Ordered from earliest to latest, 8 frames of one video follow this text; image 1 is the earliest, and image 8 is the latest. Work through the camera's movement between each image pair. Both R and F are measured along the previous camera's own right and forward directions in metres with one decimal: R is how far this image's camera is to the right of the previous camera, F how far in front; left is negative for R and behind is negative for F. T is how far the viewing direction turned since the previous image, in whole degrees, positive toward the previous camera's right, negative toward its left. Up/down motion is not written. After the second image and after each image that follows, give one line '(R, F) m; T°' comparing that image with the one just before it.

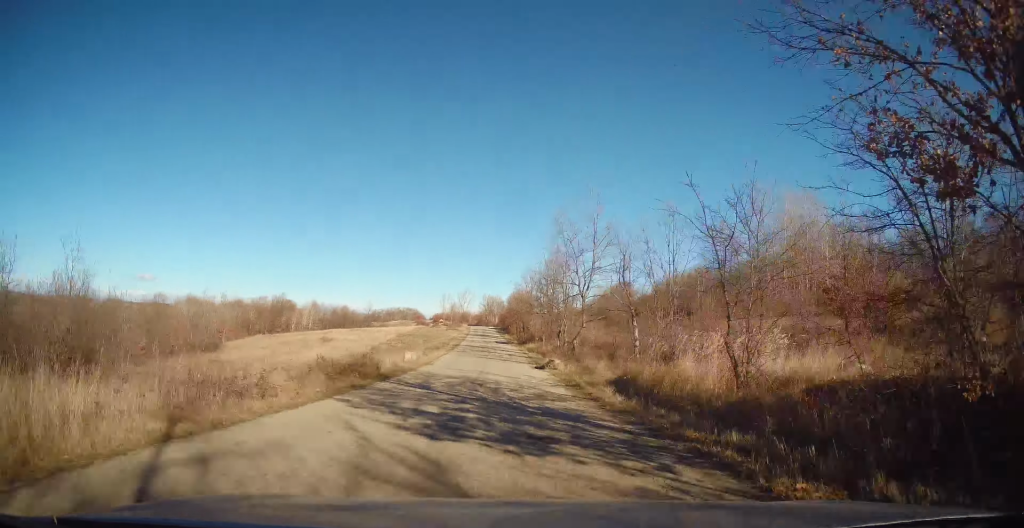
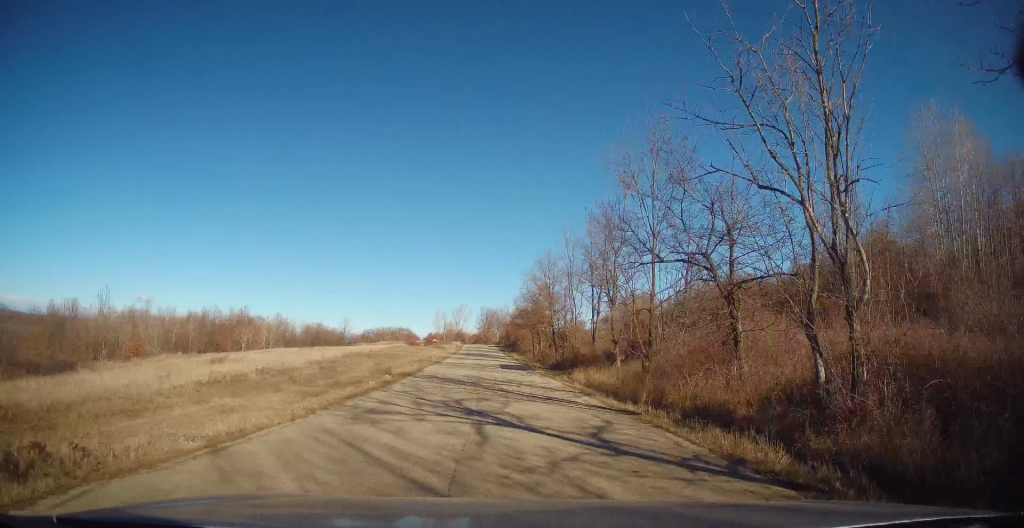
(-0.1, +33.7) m; -1°
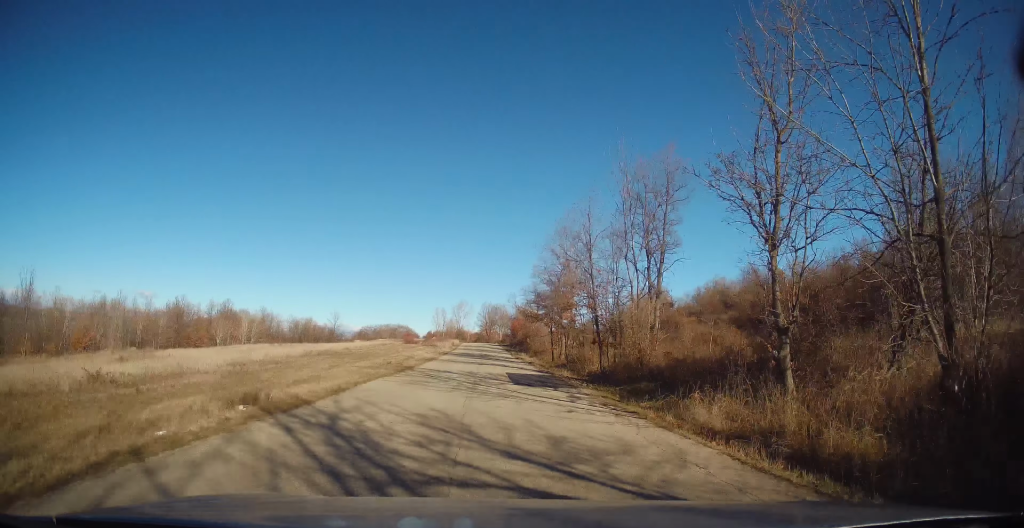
(-0.2, +14.1) m; -1°
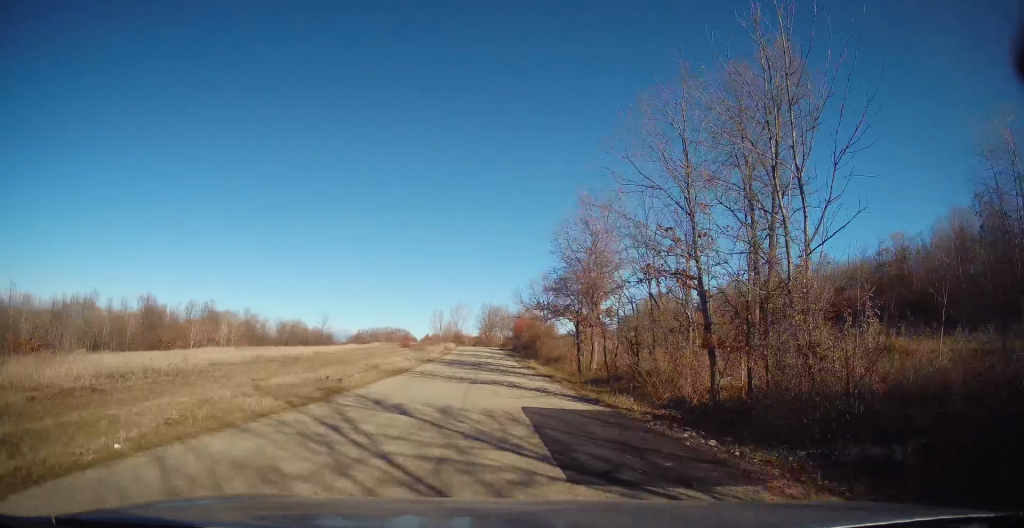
(0.0, +11.3) m; 0°
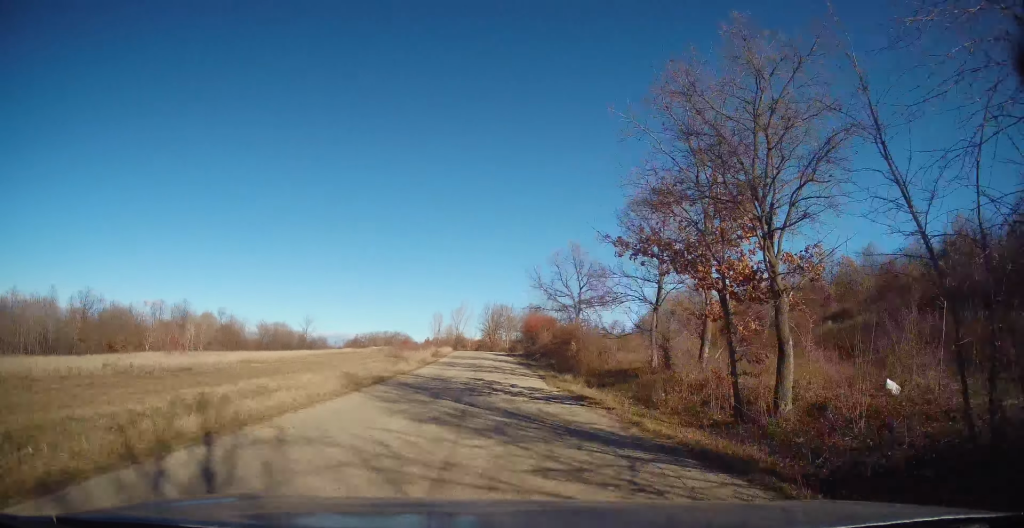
(0.0, +17.0) m; 0°
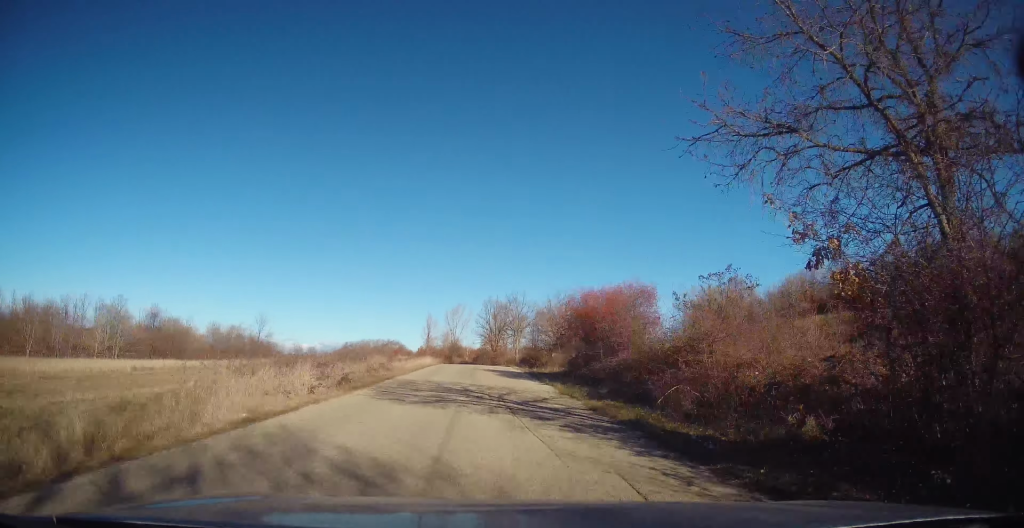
(+0.1, +29.3) m; 0°
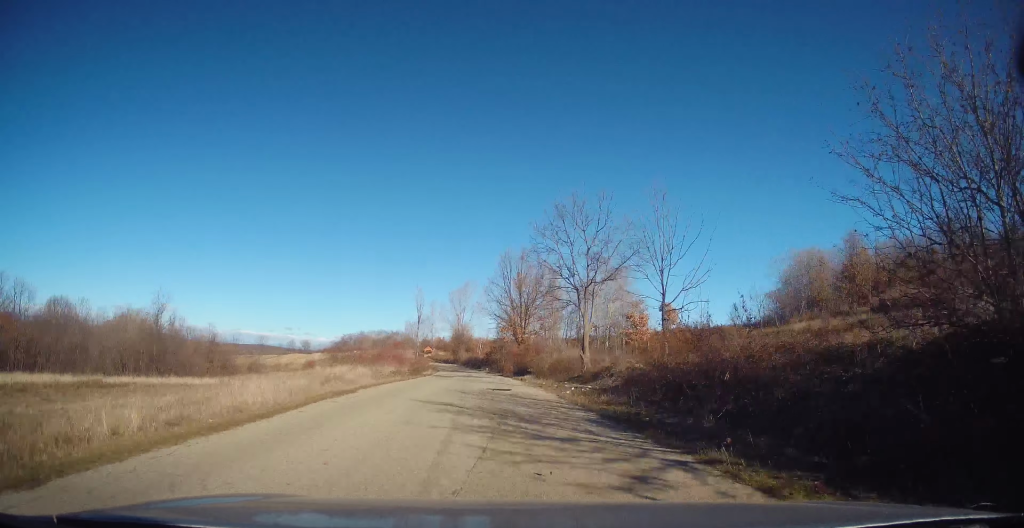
(-0.2, +40.4) m; -1°
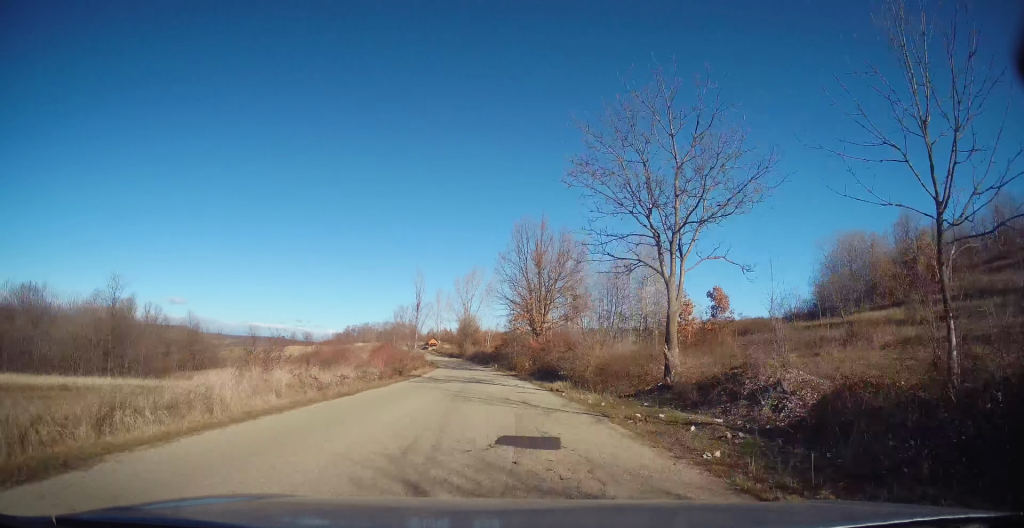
(+0.1, +11.5) m; -1°
